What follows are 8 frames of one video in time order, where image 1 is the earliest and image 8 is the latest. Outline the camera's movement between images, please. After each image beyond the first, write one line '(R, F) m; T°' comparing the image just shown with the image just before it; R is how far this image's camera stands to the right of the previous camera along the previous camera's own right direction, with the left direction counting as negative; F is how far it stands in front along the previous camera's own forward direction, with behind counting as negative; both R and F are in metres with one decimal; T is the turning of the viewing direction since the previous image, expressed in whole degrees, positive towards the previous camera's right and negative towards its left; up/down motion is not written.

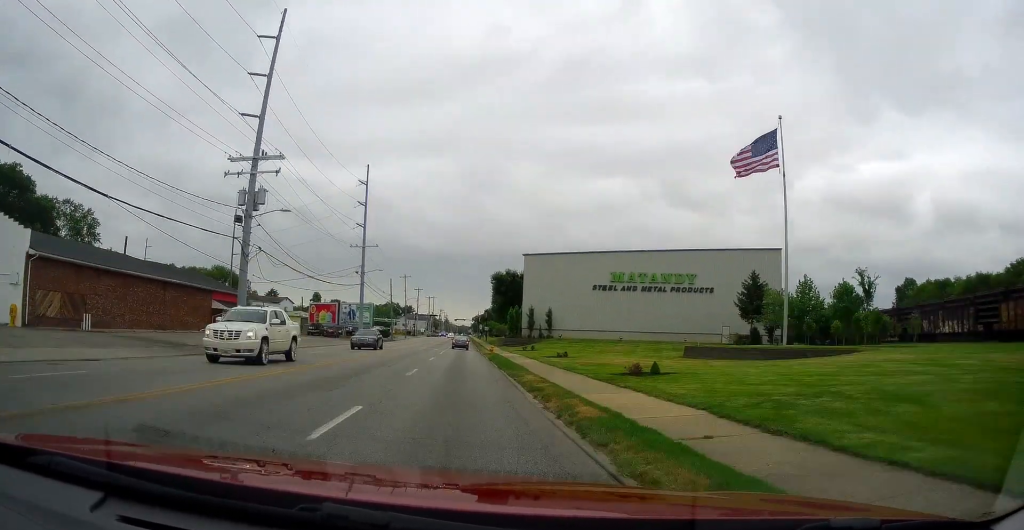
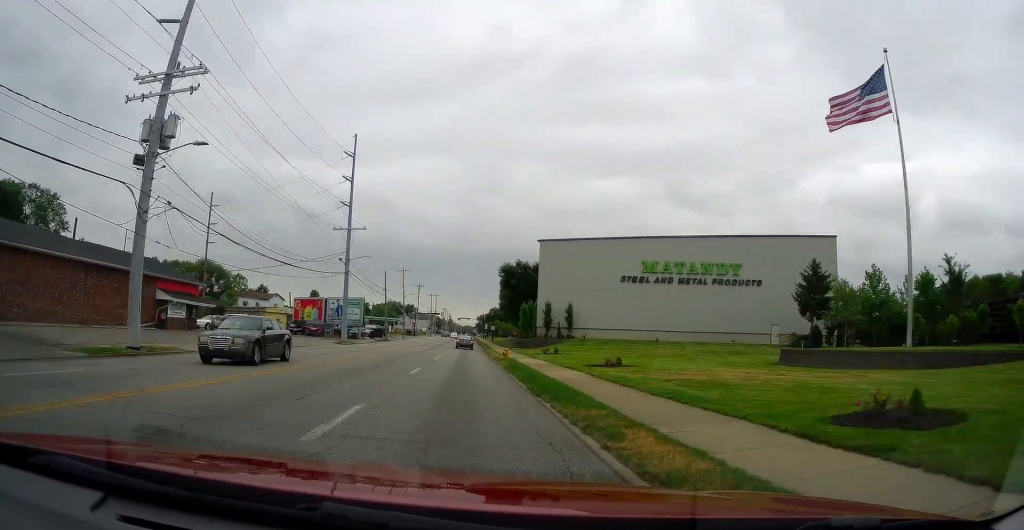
(-0.2, +12.6) m; 0°
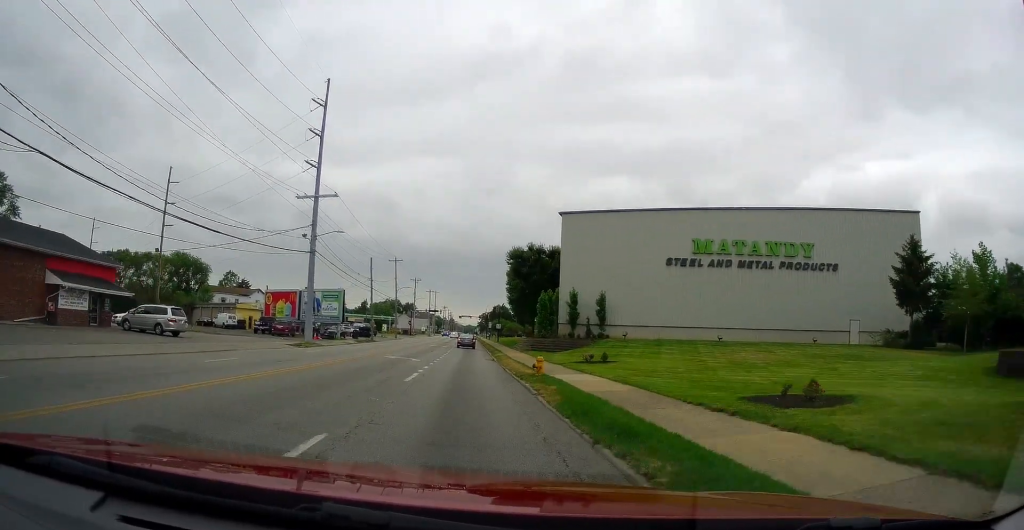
(+0.1, +15.0) m; +1°
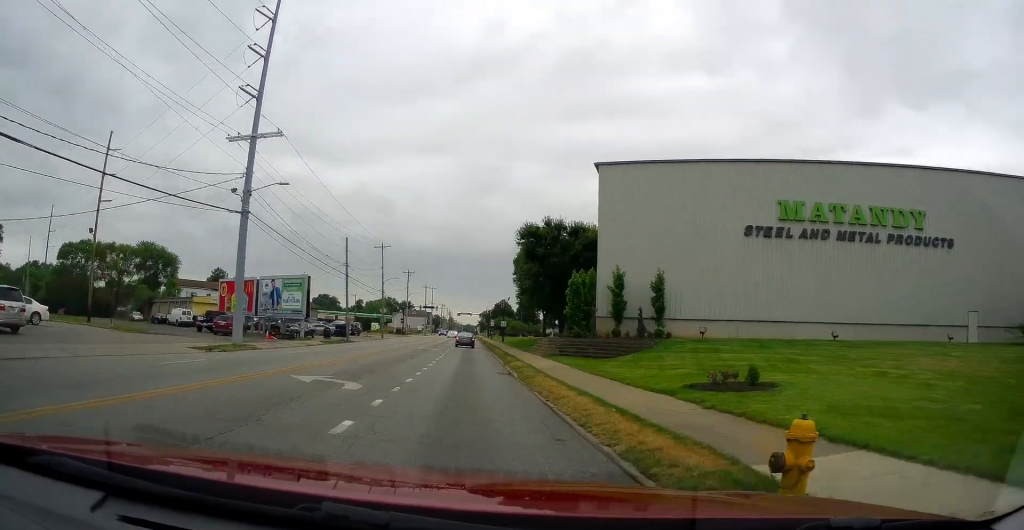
(+0.1, +15.5) m; 0°
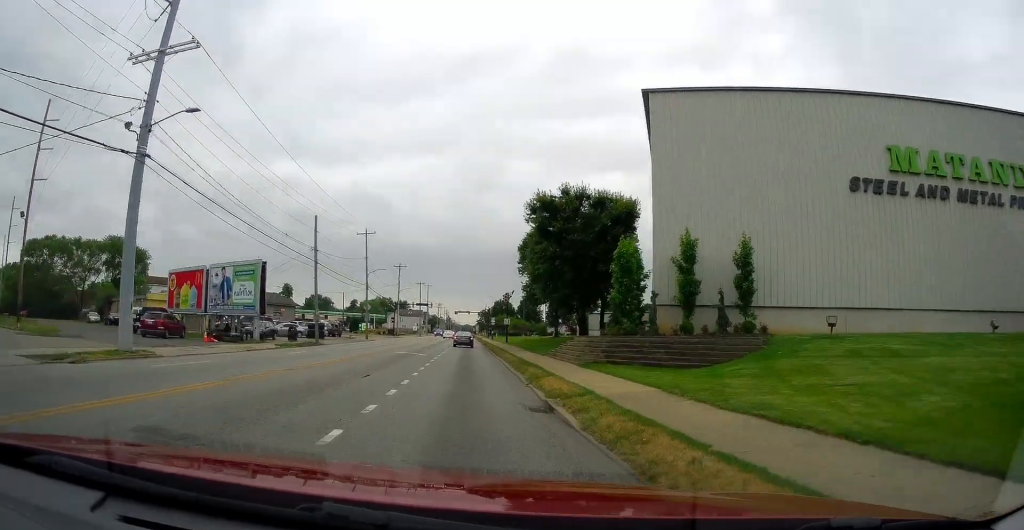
(-0.2, +12.0) m; 0°
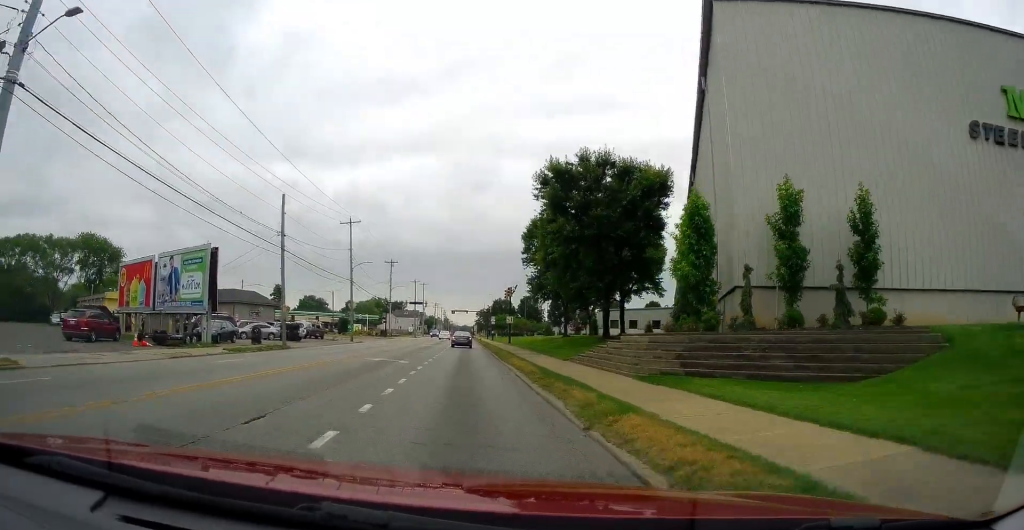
(+0.2, +8.5) m; +1°
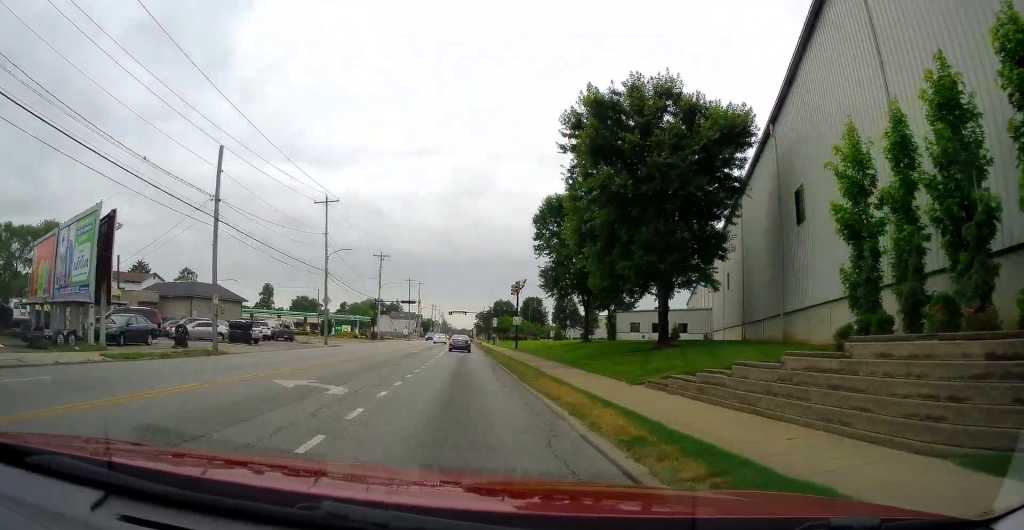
(+0.1, +11.5) m; 0°
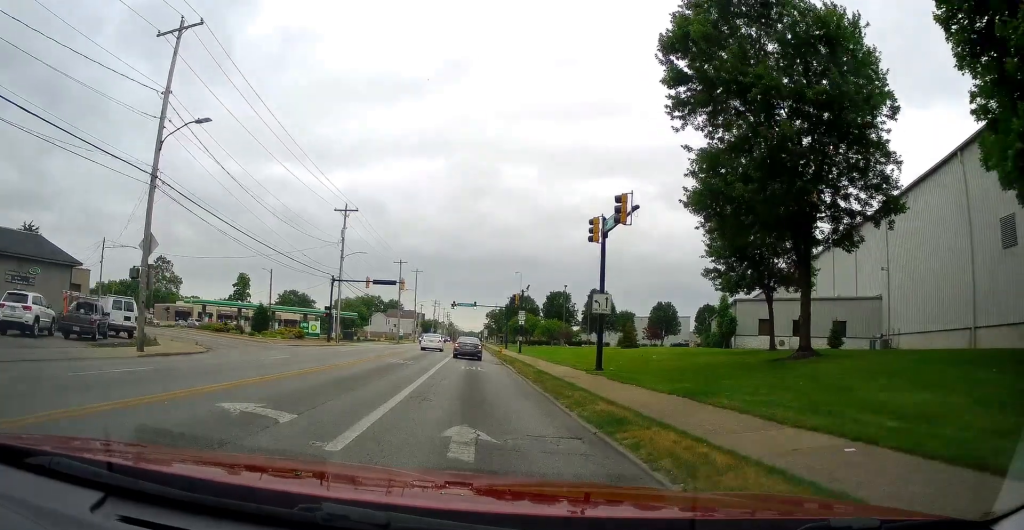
(-1.4, +32.4) m; -5°
